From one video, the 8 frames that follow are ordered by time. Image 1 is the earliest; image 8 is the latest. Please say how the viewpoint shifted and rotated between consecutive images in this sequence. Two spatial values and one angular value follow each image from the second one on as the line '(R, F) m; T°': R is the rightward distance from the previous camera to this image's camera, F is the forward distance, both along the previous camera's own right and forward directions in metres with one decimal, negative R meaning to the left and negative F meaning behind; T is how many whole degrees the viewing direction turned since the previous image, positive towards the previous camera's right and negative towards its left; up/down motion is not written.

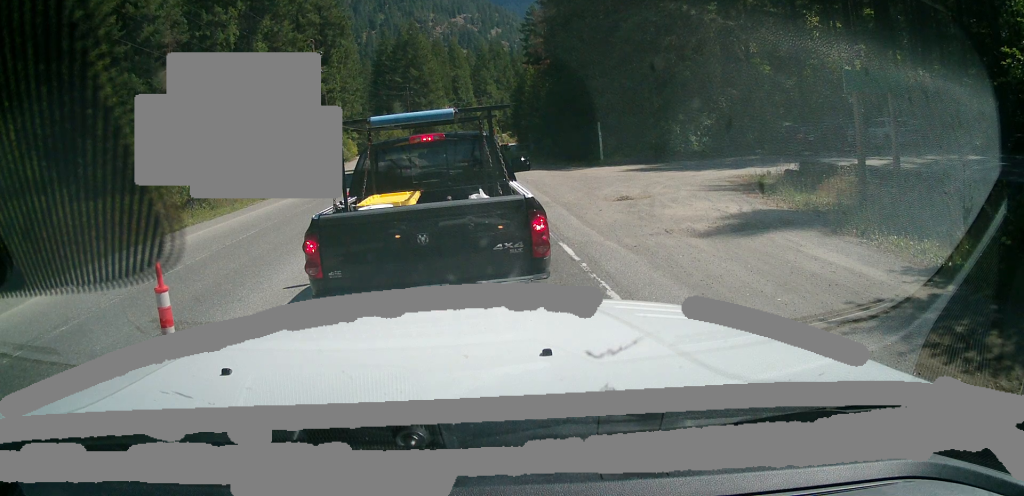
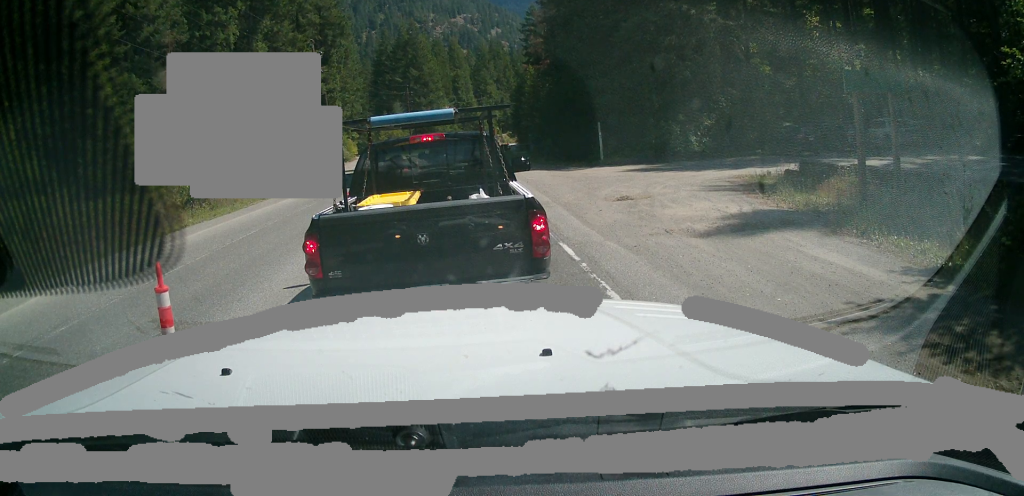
(0.0, 0.0) m; 0°
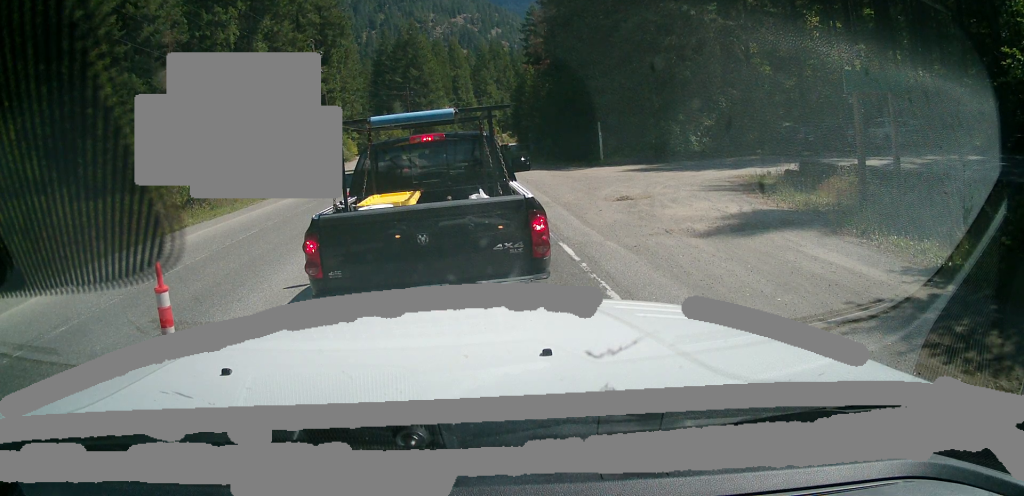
(0.0, 0.0) m; 0°
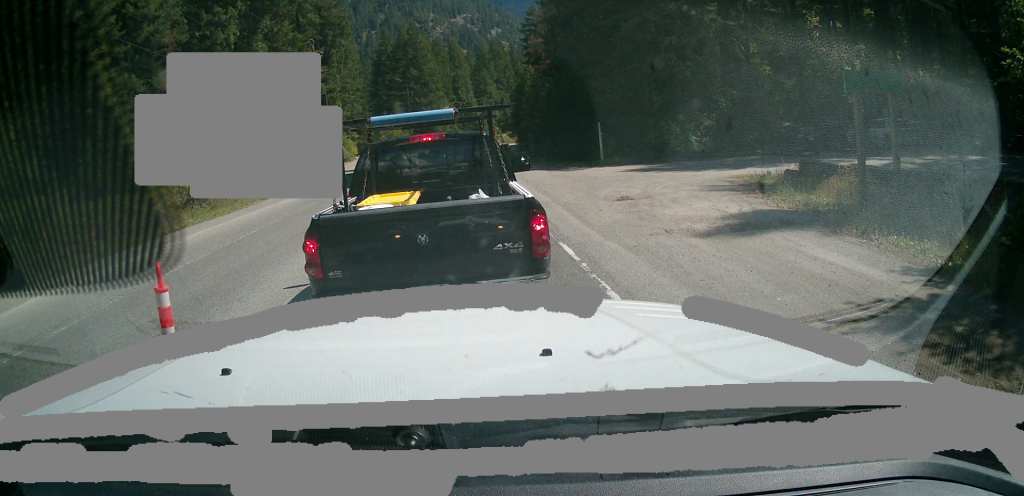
(0.0, 0.0) m; 0°
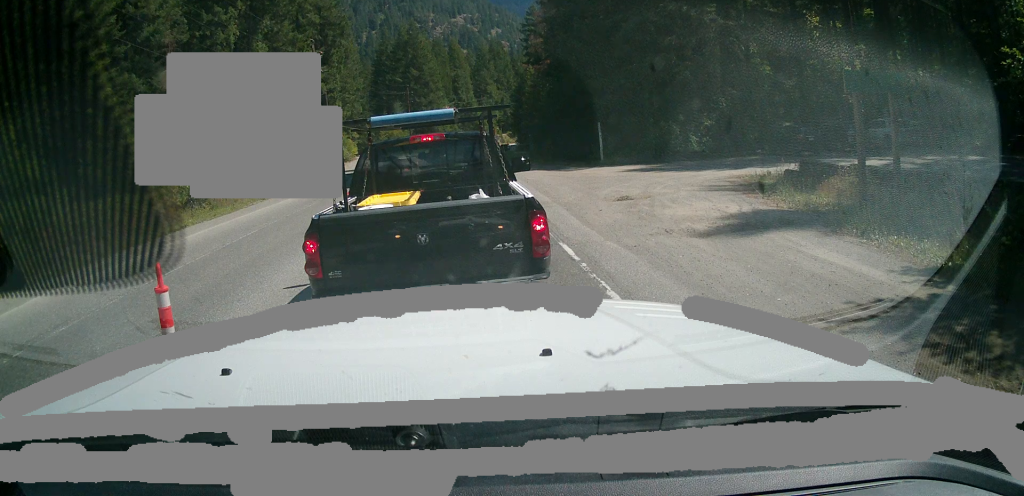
(0.0, 0.0) m; 0°
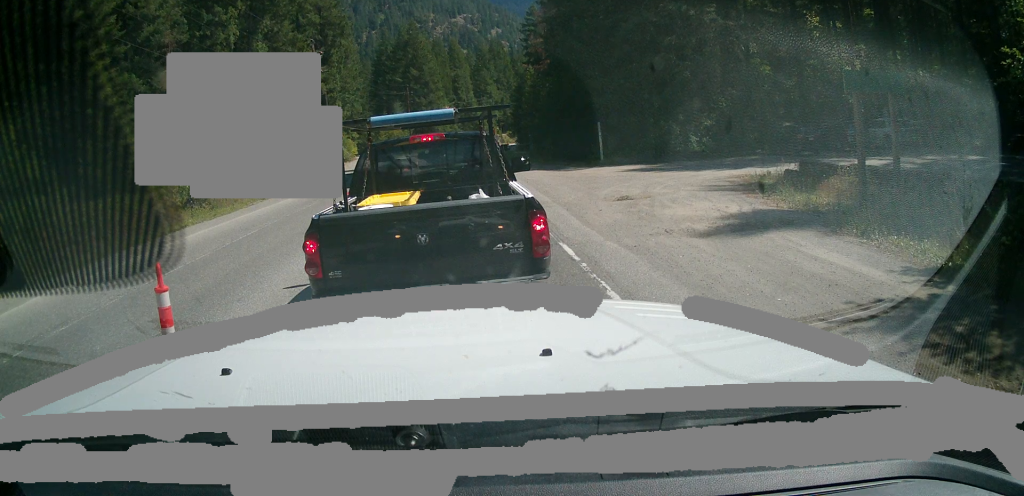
(0.0, 0.0) m; 0°
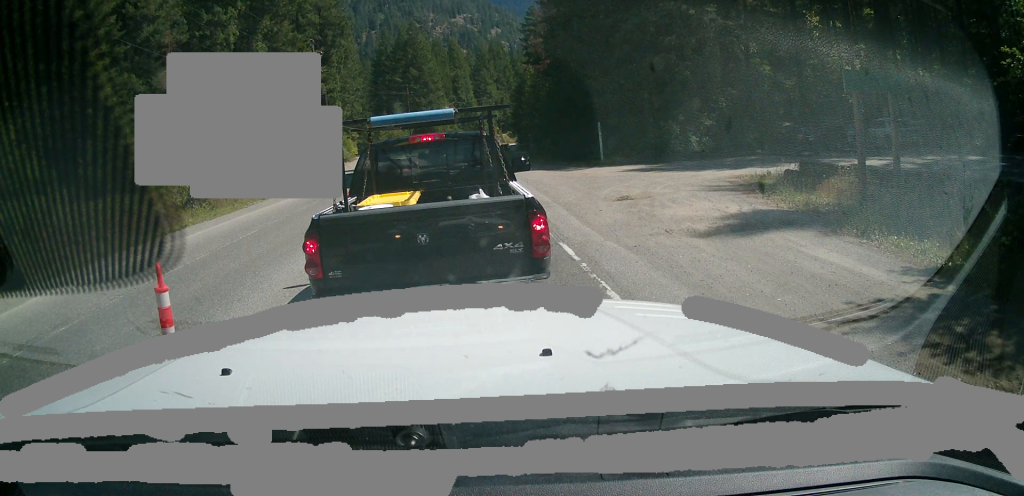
(0.0, 0.0) m; 0°
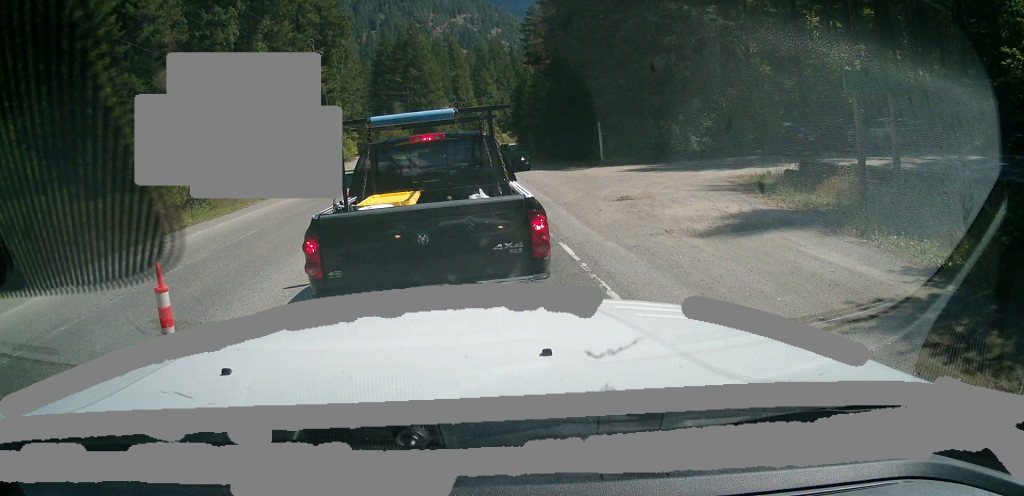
(0.0, 0.0) m; 0°
